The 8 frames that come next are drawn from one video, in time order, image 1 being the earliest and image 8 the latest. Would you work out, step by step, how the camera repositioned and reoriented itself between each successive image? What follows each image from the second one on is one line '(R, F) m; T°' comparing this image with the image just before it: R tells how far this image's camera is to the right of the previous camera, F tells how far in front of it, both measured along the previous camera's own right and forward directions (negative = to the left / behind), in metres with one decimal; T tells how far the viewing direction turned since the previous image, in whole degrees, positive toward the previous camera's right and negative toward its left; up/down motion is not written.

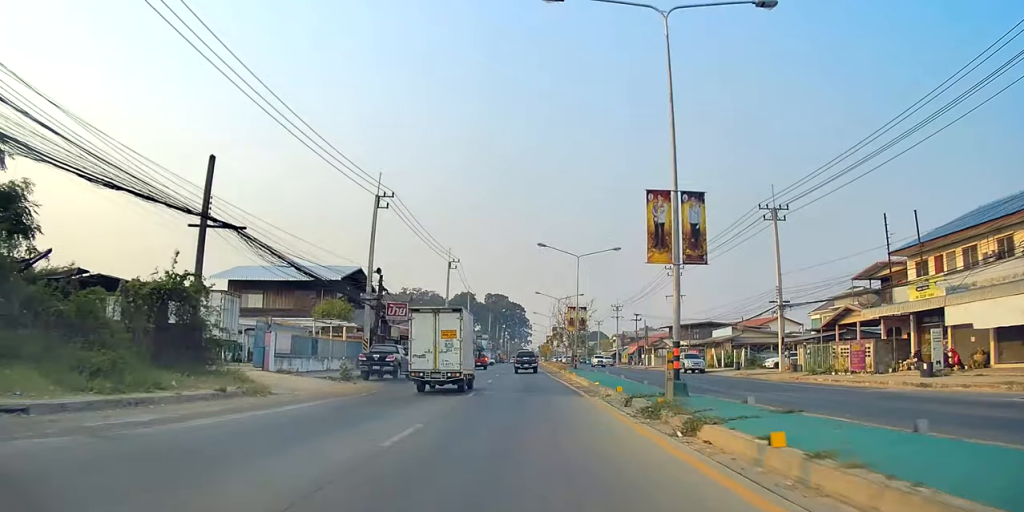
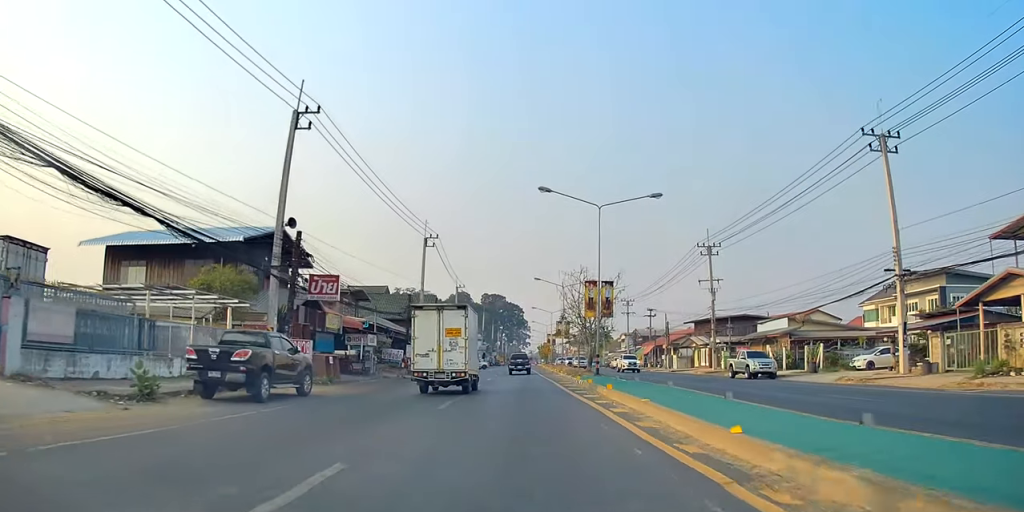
(0.0, +16.3) m; 0°
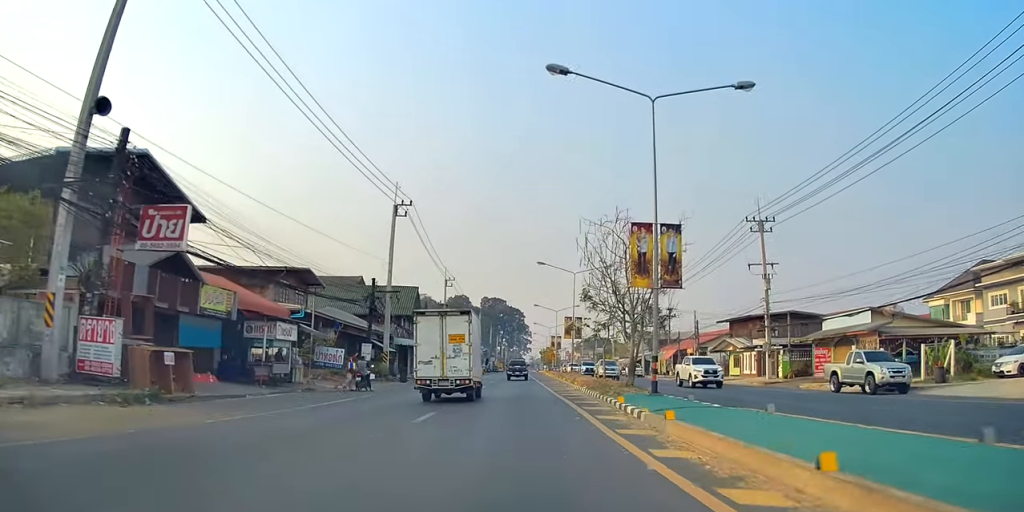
(+0.1, +14.5) m; 0°
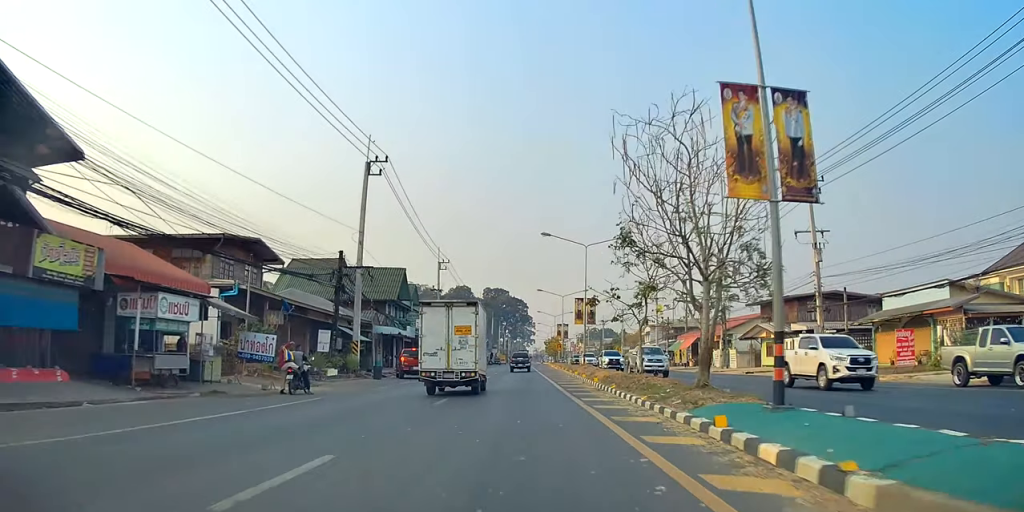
(-0.1, +8.8) m; 0°
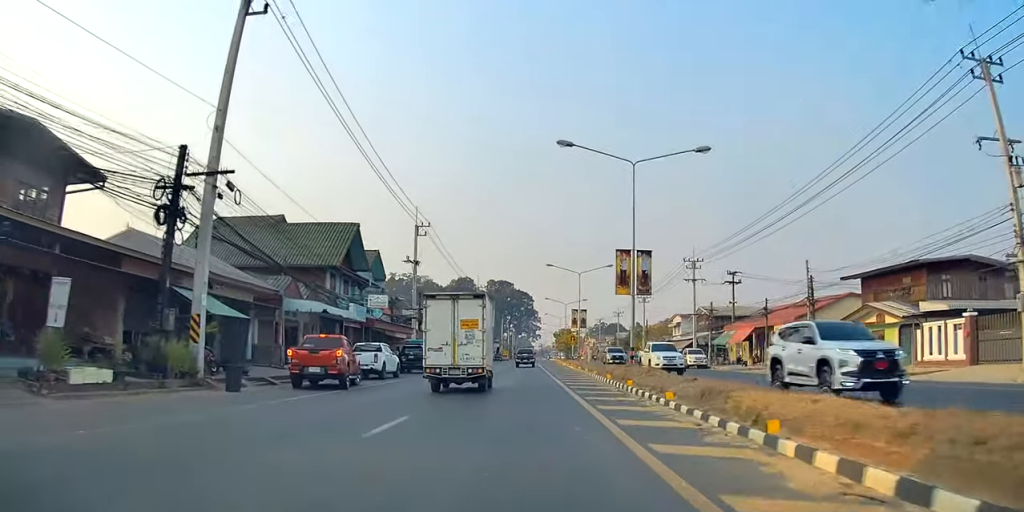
(+0.1, +19.4) m; 0°
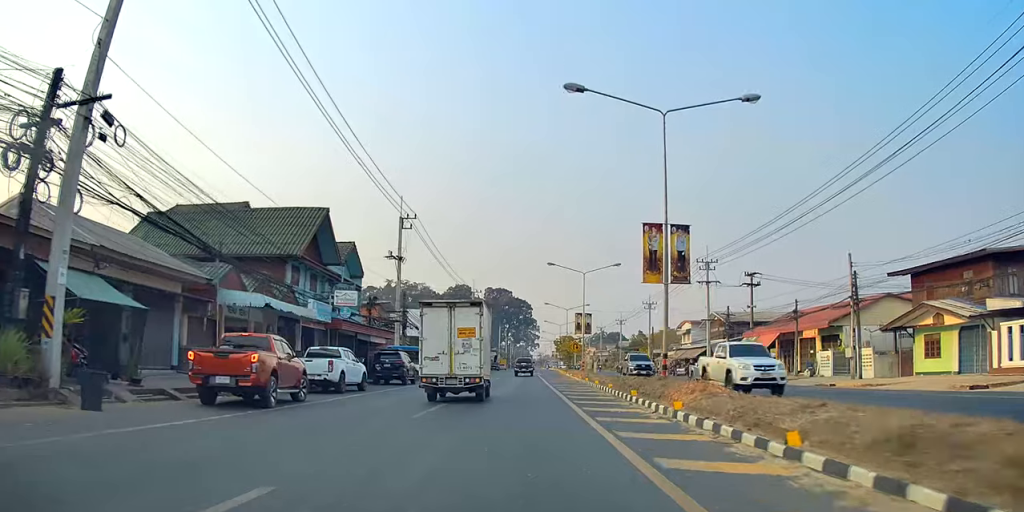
(0.0, +6.4) m; 0°
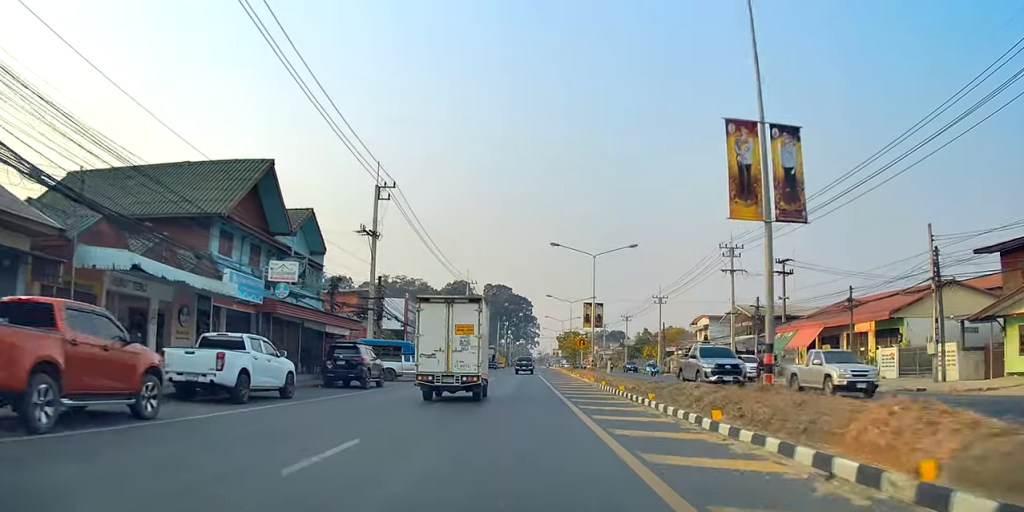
(0.0, +8.9) m; 0°
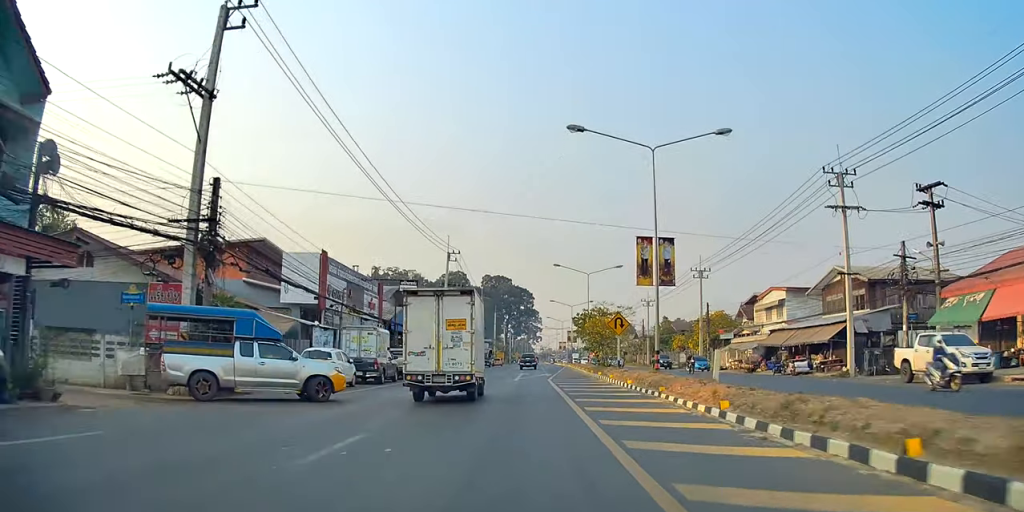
(+0.1, +23.5) m; +1°
